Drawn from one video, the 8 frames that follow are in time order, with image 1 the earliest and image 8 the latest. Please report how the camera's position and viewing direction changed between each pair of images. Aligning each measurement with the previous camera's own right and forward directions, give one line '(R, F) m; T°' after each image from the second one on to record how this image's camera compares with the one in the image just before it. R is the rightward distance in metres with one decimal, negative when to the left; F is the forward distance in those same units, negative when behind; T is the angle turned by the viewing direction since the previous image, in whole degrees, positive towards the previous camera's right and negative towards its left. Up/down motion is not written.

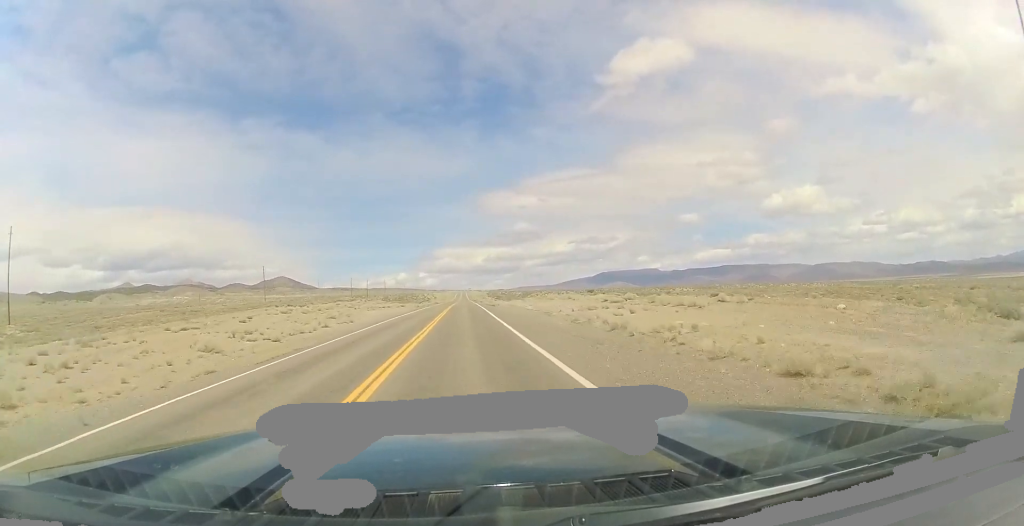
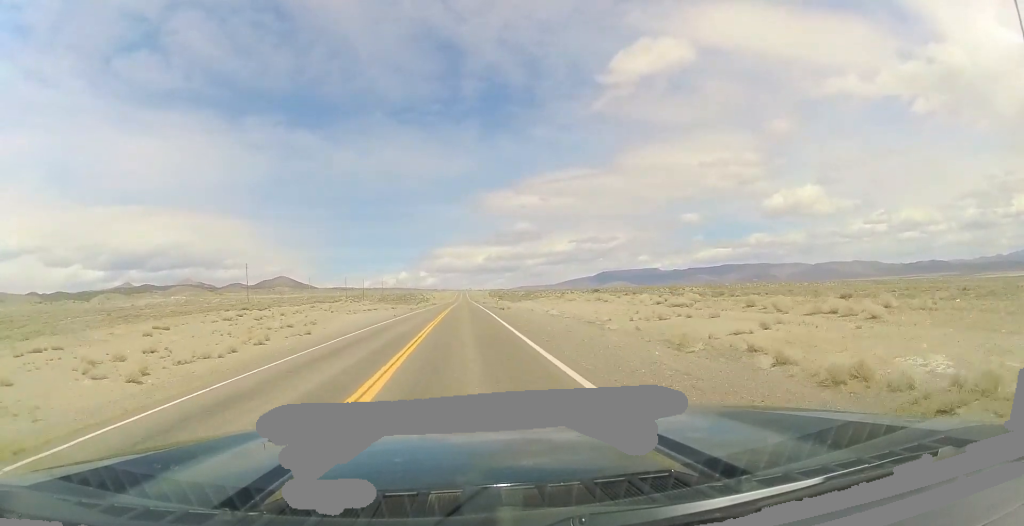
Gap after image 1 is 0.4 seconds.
(0.0, +13.9) m; 0°
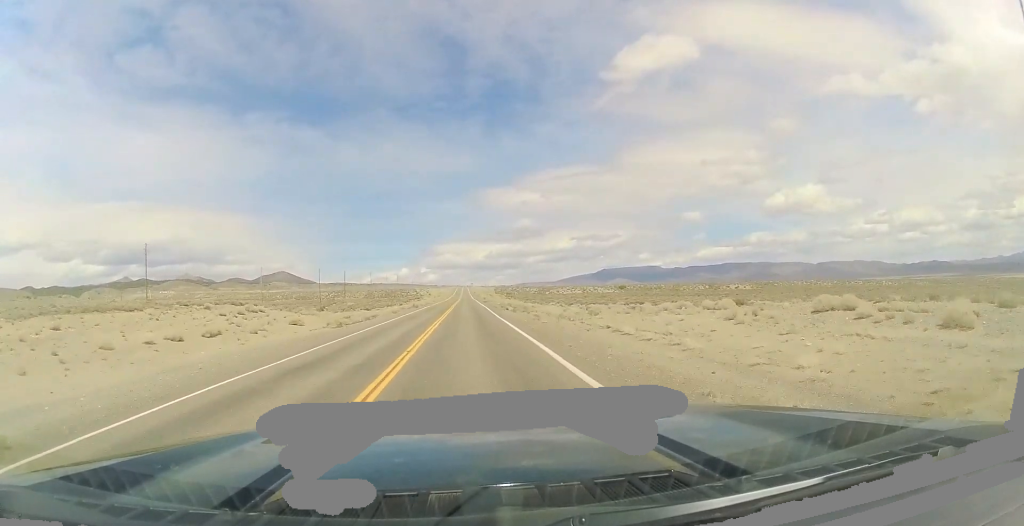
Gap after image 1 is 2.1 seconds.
(-0.1, +53.6) m; +1°
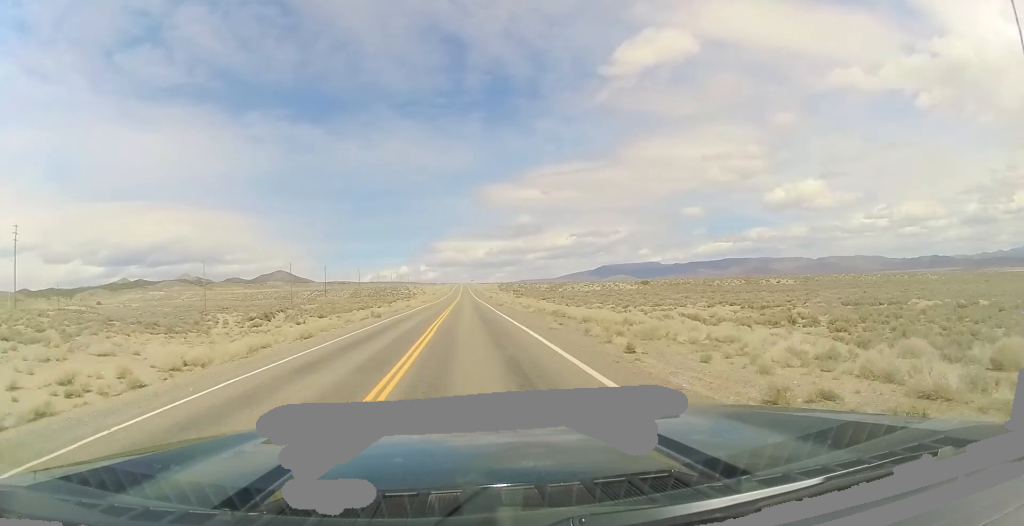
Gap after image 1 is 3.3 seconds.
(+0.6, +37.8) m; 0°
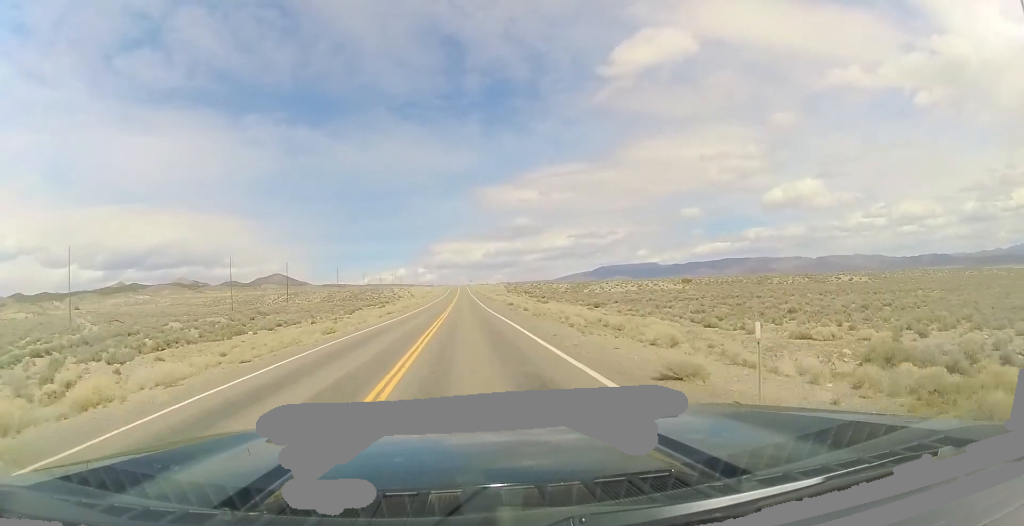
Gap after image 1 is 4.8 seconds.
(-0.6, +49.9) m; 0°
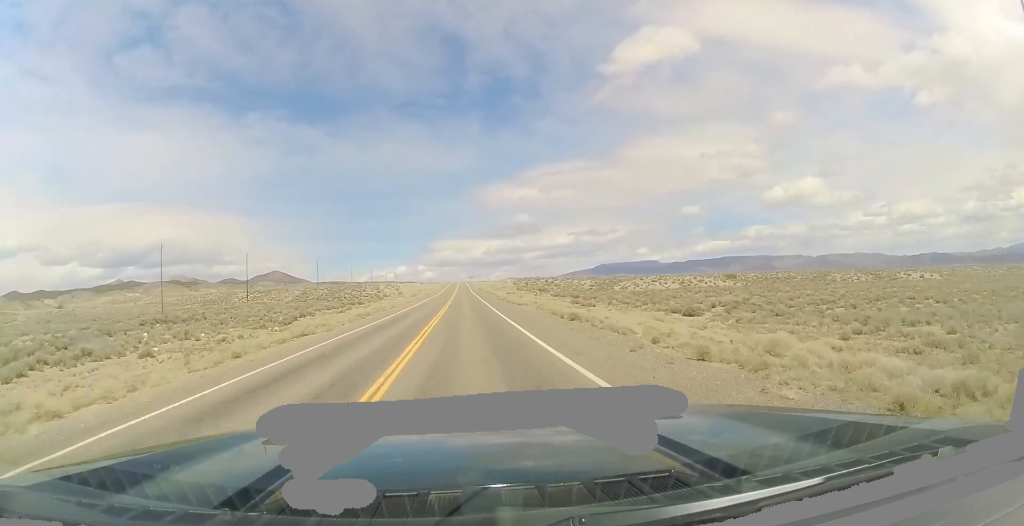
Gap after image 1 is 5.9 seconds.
(+0.1, +35.8) m; 0°
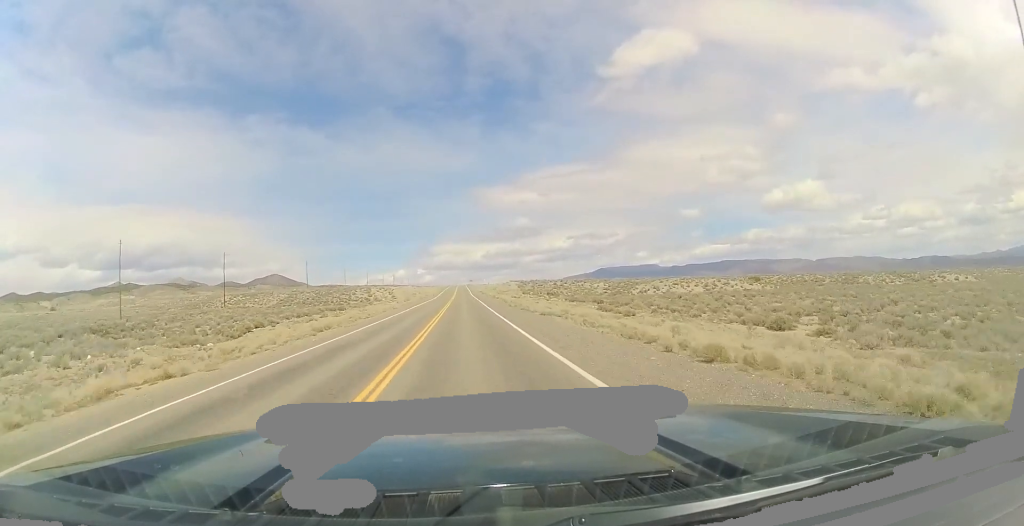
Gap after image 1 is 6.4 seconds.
(-0.1, +15.2) m; 0°
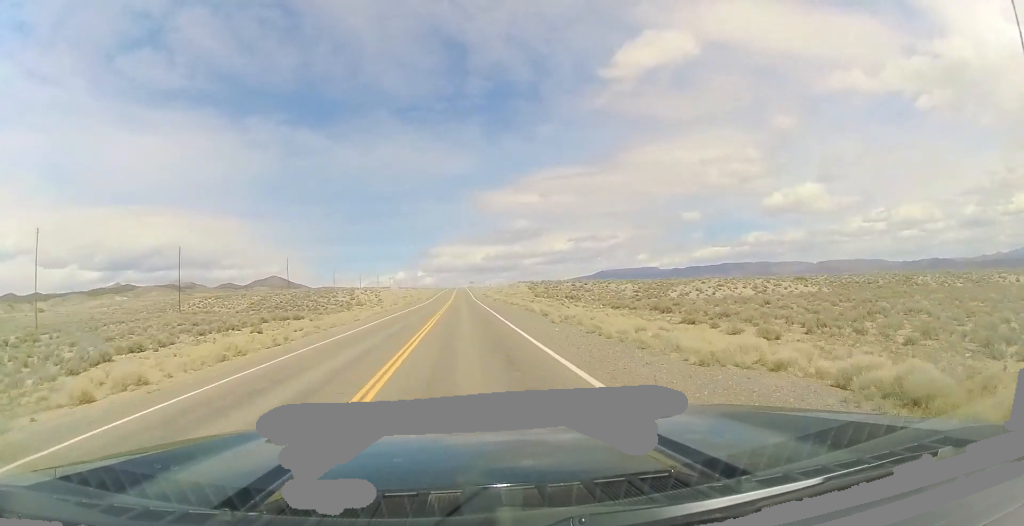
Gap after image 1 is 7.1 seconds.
(-0.2, +23.8) m; -1°
